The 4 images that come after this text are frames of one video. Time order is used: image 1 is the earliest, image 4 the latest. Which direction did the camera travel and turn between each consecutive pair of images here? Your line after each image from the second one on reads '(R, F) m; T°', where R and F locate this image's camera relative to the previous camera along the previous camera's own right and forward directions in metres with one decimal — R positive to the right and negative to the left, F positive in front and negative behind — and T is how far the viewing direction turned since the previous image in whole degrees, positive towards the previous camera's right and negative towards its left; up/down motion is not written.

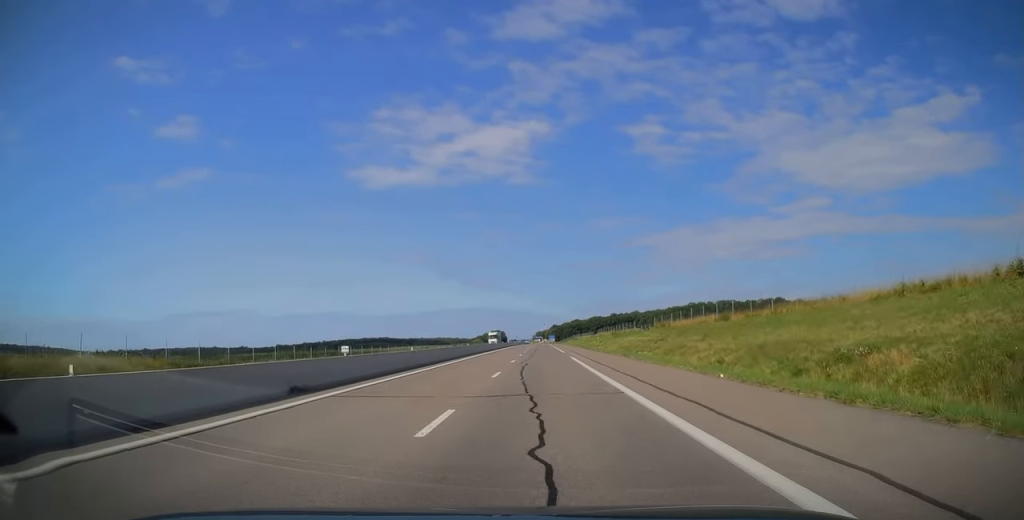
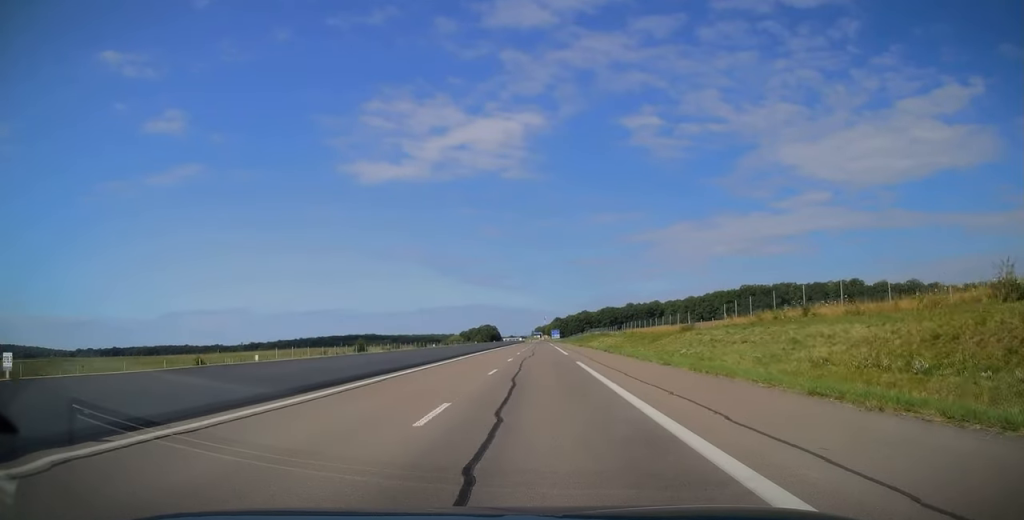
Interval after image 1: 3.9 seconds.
(-0.2, +114.3) m; 0°
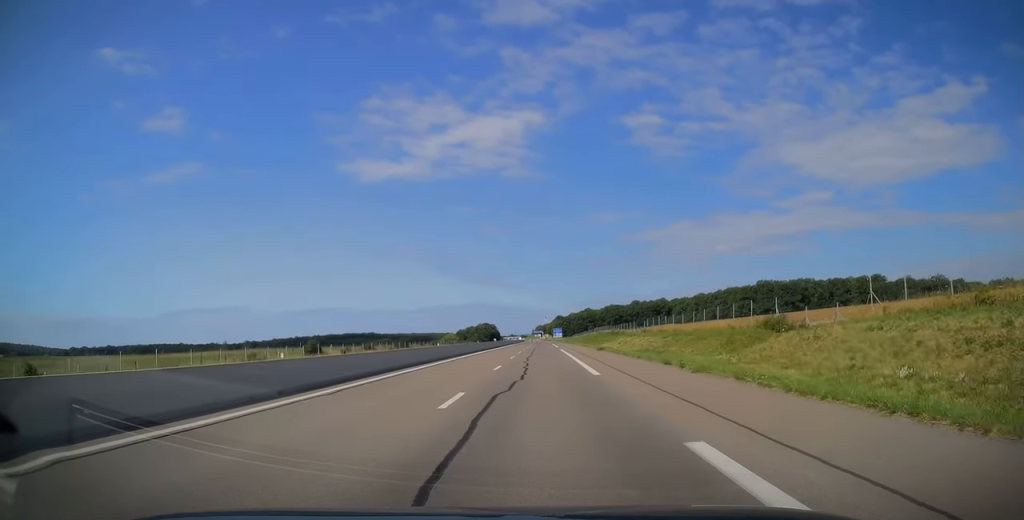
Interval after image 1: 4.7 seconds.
(-0.3, +22.9) m; 0°
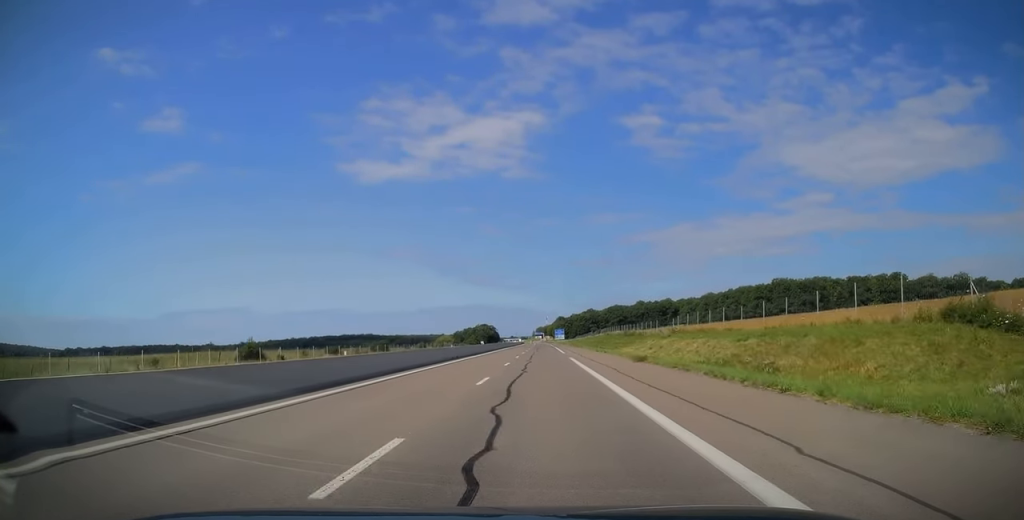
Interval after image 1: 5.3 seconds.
(+0.3, +19.0) m; 0°
